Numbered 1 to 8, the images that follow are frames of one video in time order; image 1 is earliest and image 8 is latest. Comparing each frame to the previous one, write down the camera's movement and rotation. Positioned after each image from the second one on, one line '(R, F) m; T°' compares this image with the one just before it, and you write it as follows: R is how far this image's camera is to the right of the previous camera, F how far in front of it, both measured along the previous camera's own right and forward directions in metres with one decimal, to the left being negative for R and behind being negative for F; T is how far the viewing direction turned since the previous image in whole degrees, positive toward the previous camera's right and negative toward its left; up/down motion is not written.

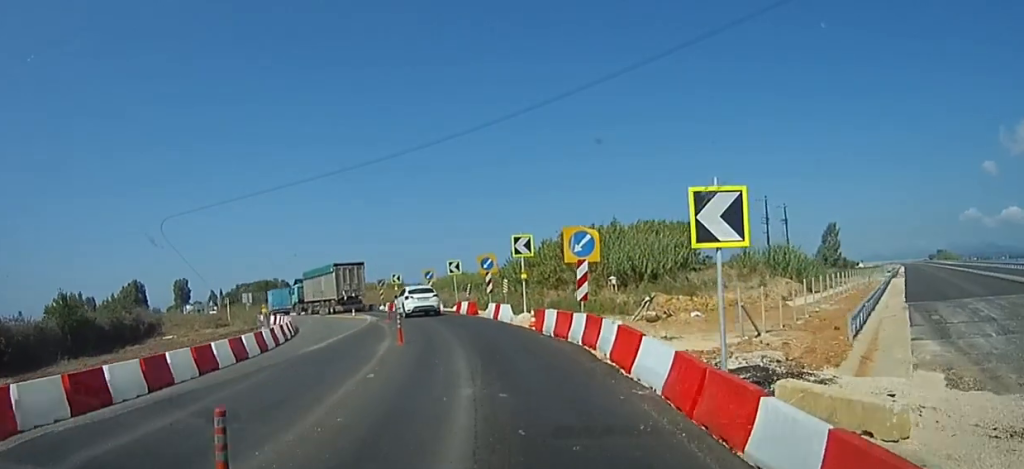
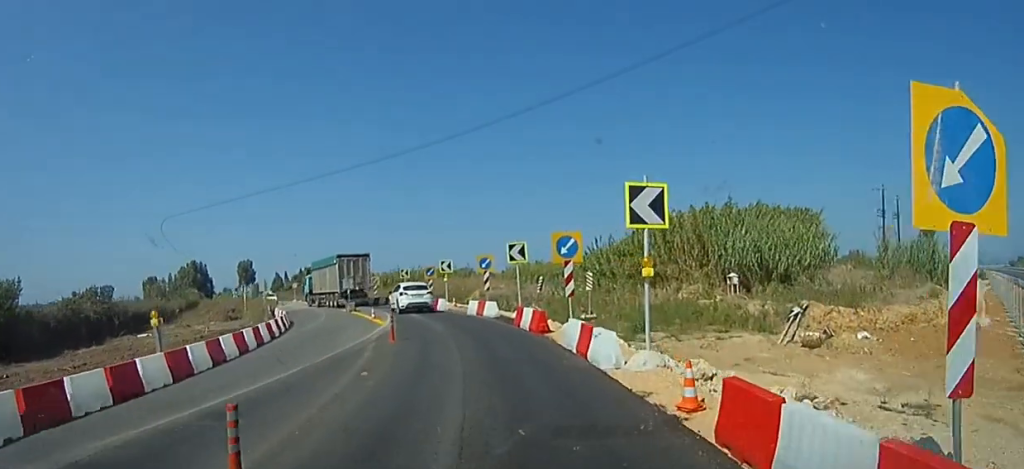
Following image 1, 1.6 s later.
(-1.8, +9.9) m; -14°
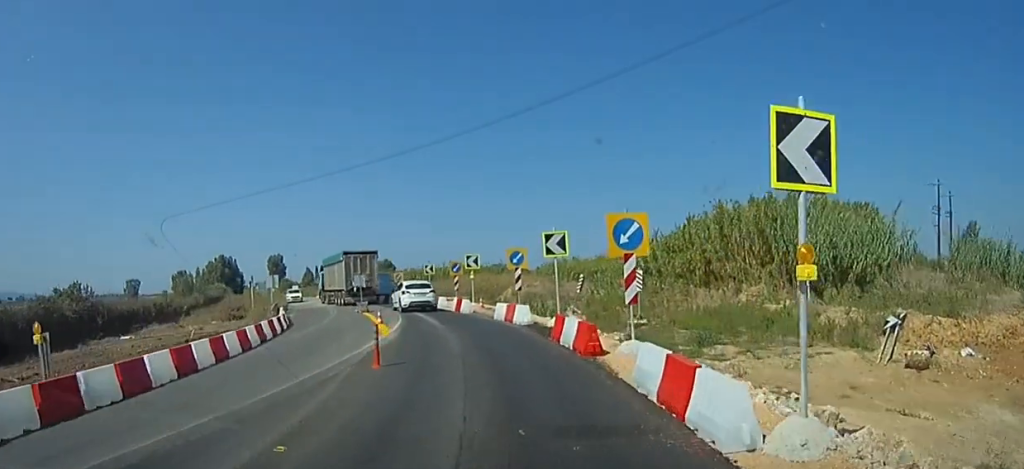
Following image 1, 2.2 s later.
(+0.3, +4.3) m; +2°
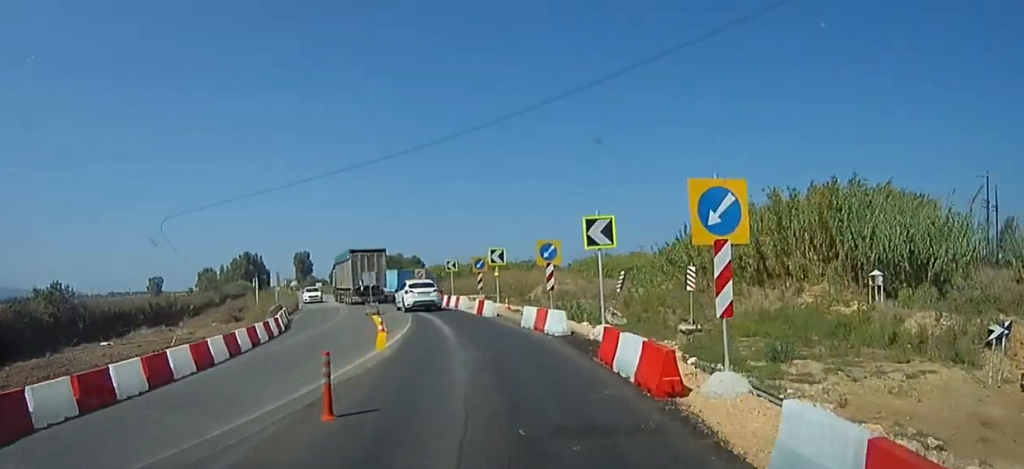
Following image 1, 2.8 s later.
(+0.1, +3.5) m; +1°
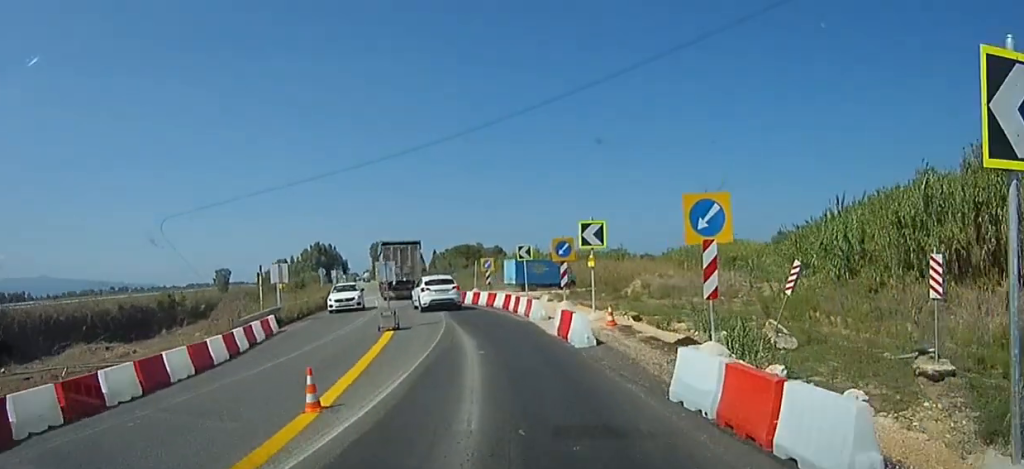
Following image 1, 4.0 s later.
(-0.5, +9.3) m; -13°
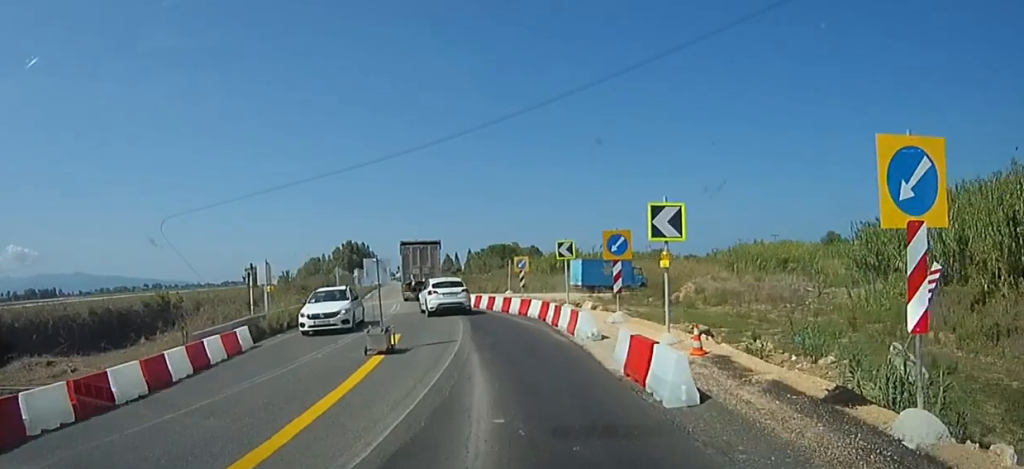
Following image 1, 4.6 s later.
(+0.1, +4.2) m; -10°
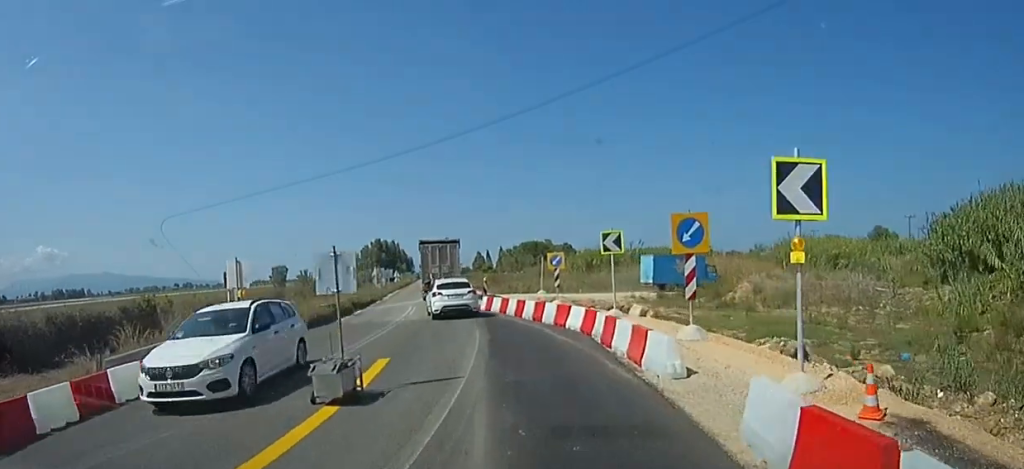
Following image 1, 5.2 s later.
(-0.8, +4.2) m; 0°
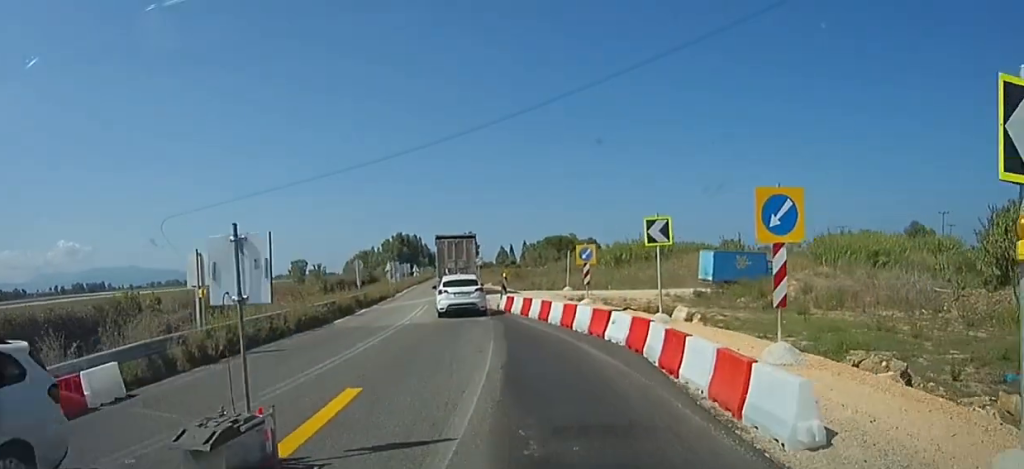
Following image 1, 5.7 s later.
(-0.6, +3.3) m; 0°
